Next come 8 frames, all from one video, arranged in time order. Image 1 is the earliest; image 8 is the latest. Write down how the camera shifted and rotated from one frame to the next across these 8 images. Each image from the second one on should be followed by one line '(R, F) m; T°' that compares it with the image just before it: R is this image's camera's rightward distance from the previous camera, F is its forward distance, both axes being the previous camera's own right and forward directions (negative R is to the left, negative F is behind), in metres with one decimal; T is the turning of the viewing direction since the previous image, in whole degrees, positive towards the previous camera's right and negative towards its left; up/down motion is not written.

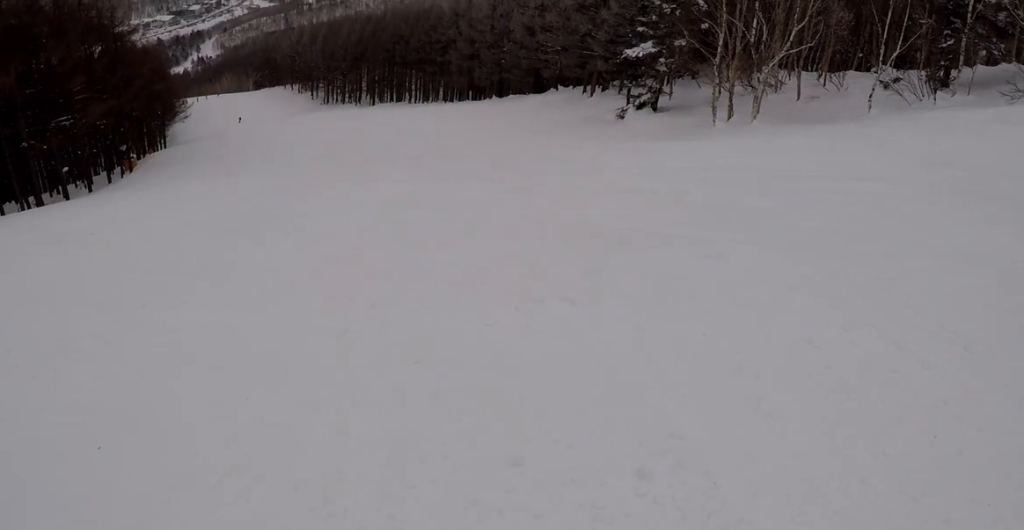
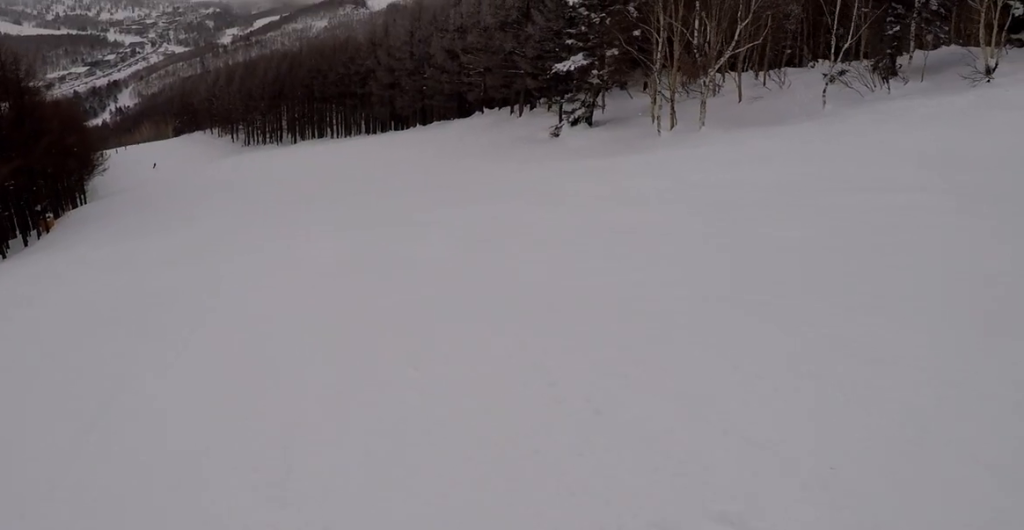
(+0.5, +2.9) m; +2°
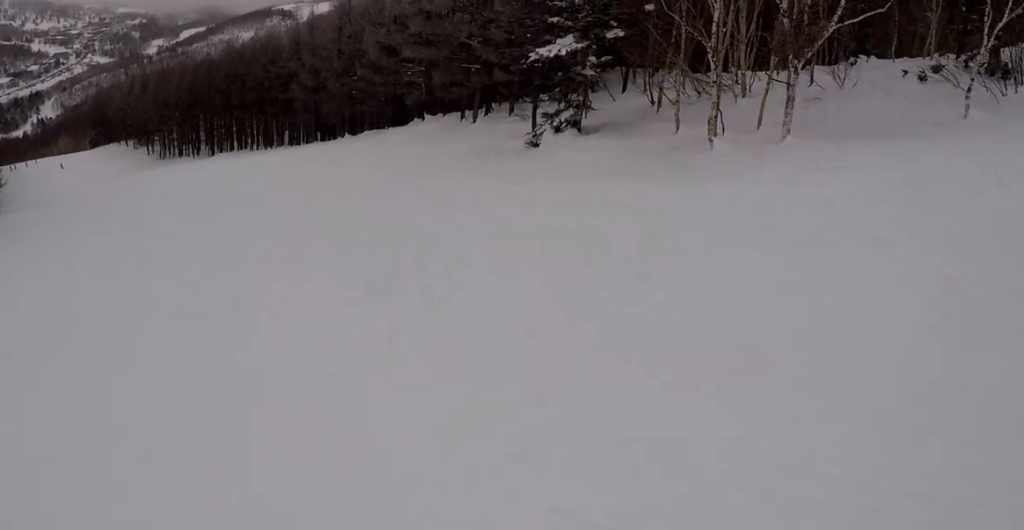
(+0.8, +12.6) m; +1°
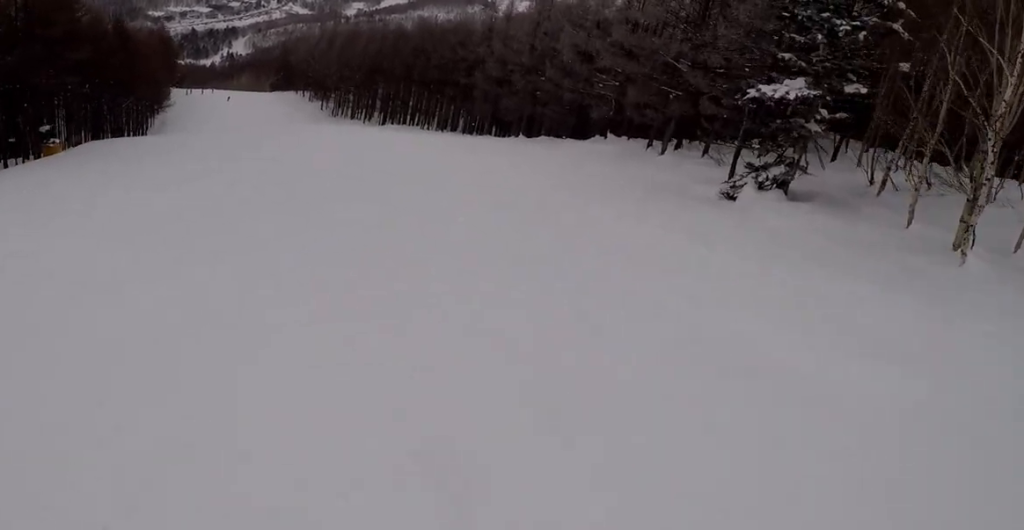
(-0.5, +4.9) m; -11°
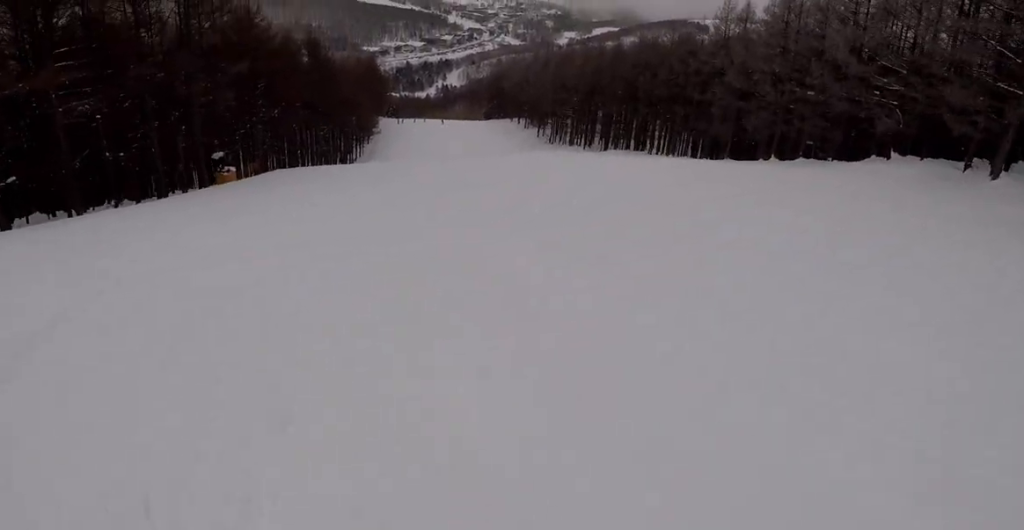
(-2.1, +10.4) m; -16°
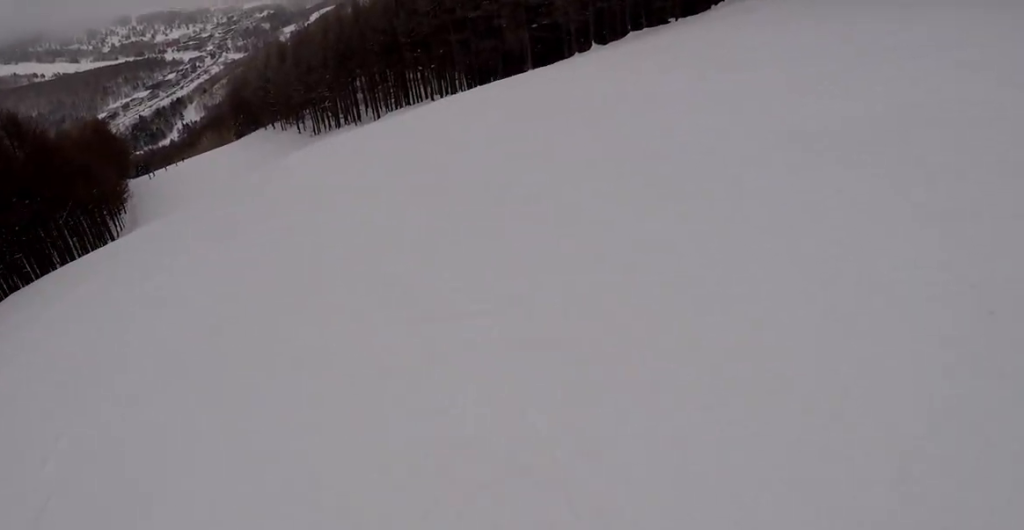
(+0.3, +12.0) m; +17°
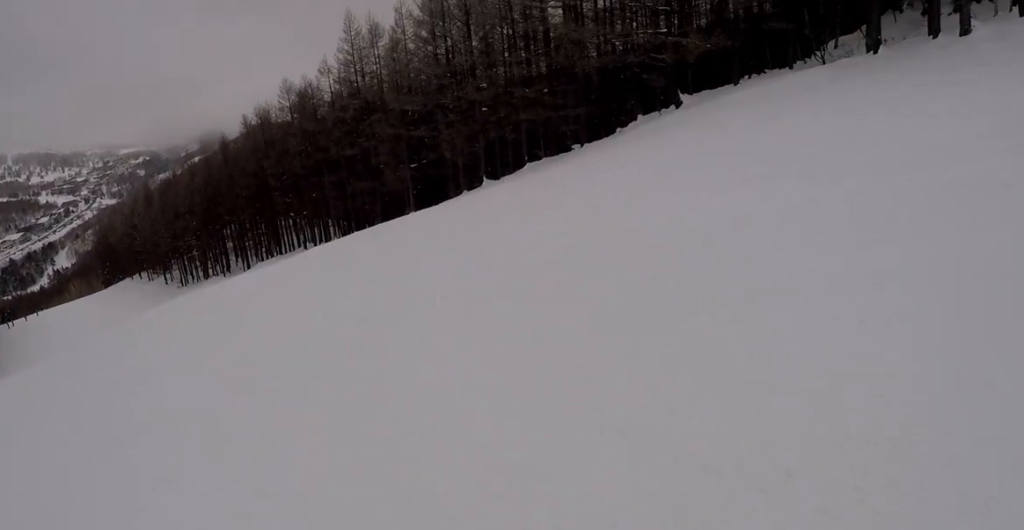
(+1.1, +6.6) m; +22°
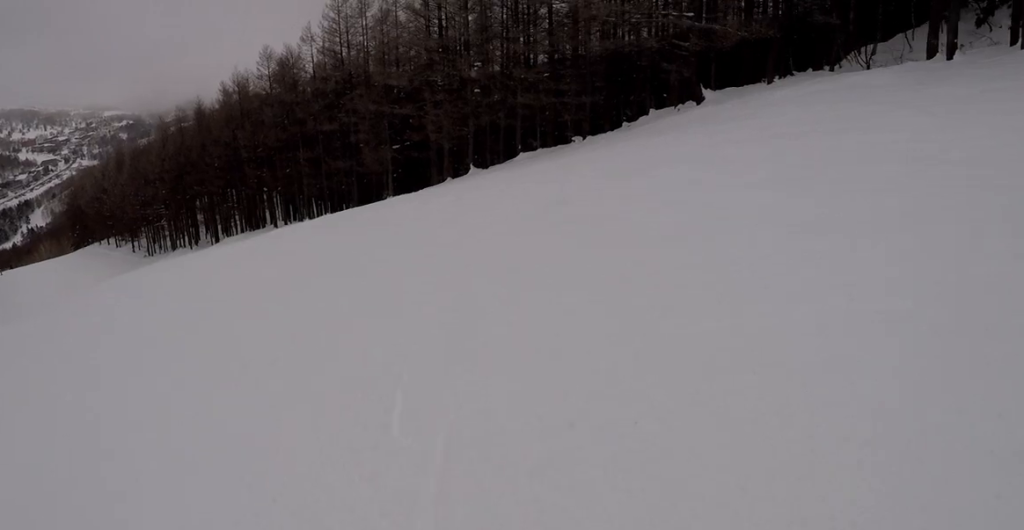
(+0.7, +3.6) m; +7°
